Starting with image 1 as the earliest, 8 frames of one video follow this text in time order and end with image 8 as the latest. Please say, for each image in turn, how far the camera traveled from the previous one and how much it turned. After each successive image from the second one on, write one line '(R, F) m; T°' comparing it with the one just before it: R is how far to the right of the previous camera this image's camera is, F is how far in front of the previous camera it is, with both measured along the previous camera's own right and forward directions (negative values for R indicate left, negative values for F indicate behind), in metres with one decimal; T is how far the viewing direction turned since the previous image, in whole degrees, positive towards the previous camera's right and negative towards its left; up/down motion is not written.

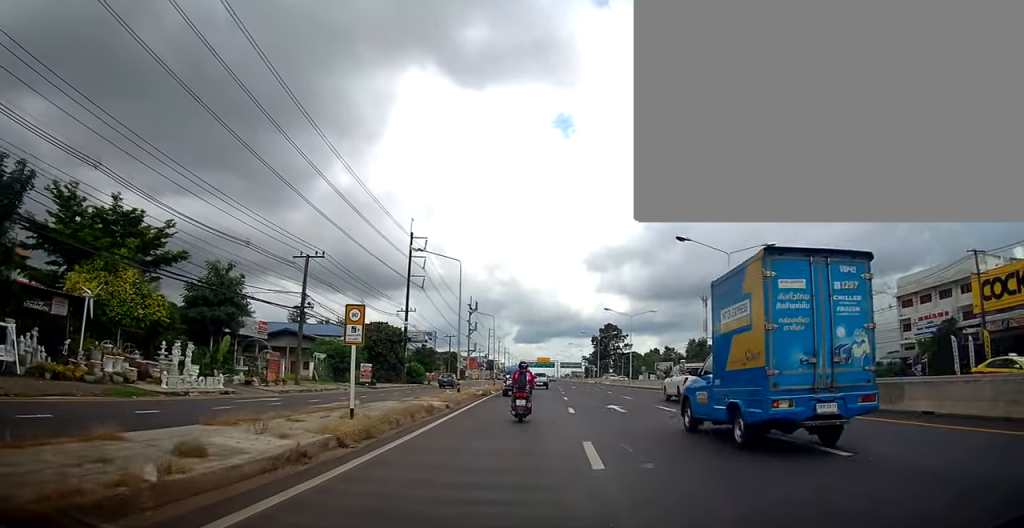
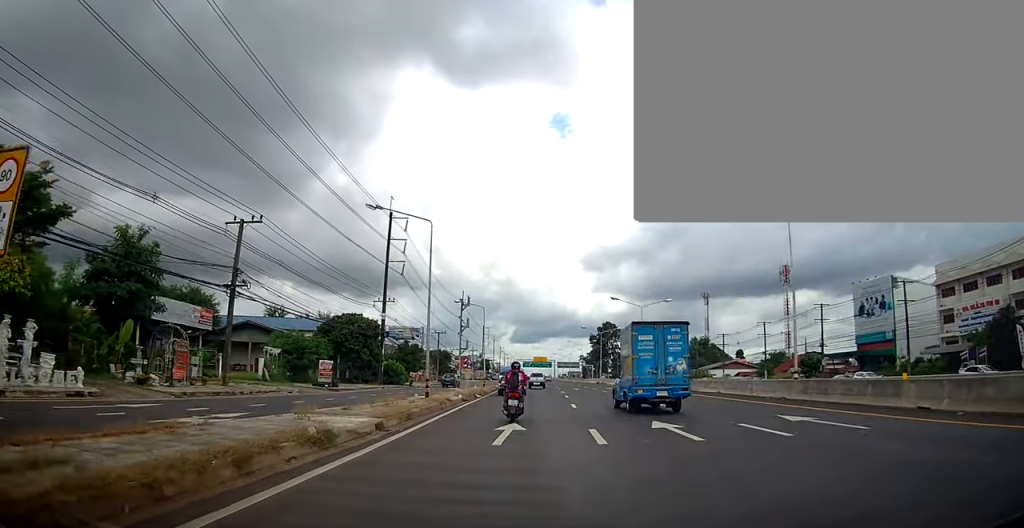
(-0.5, +9.8) m; 0°
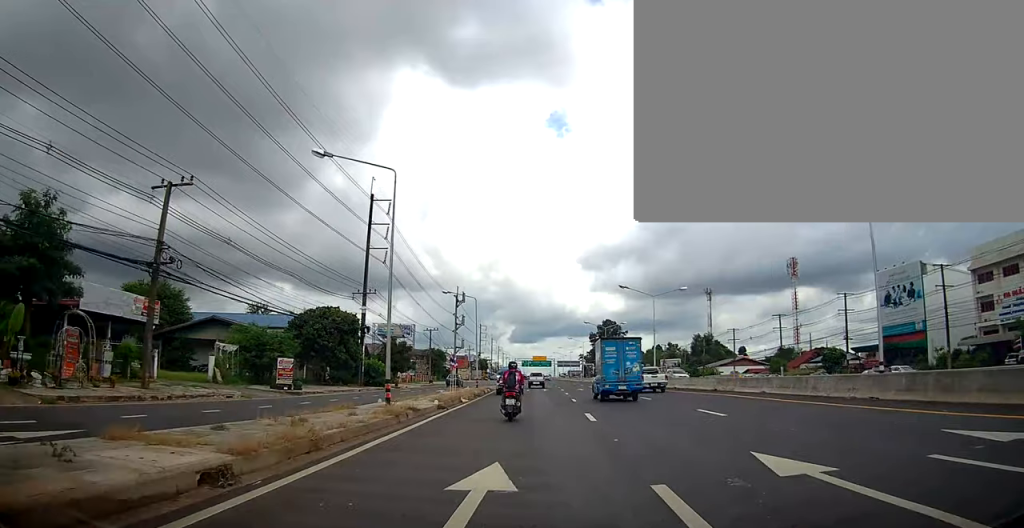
(+0.2, +7.5) m; 0°
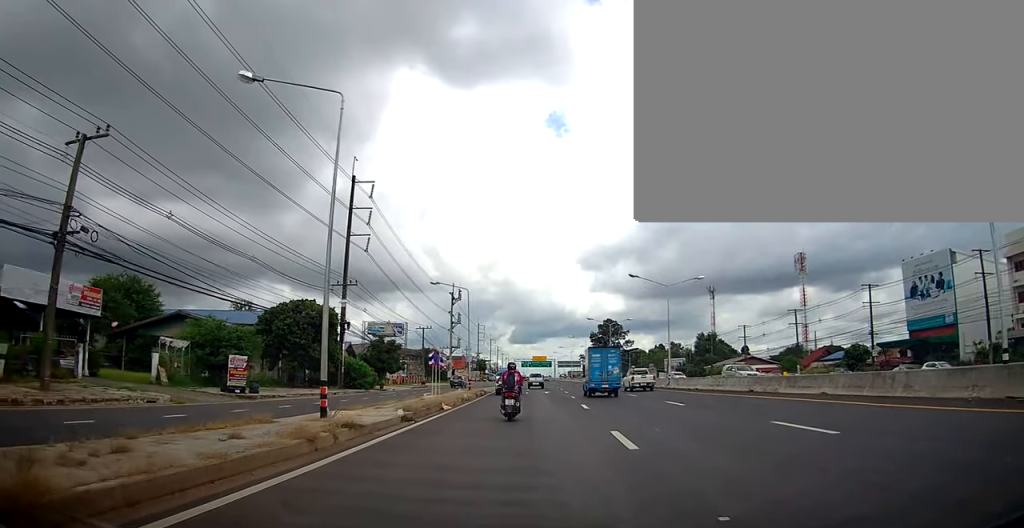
(+0.4, +6.3) m; 0°
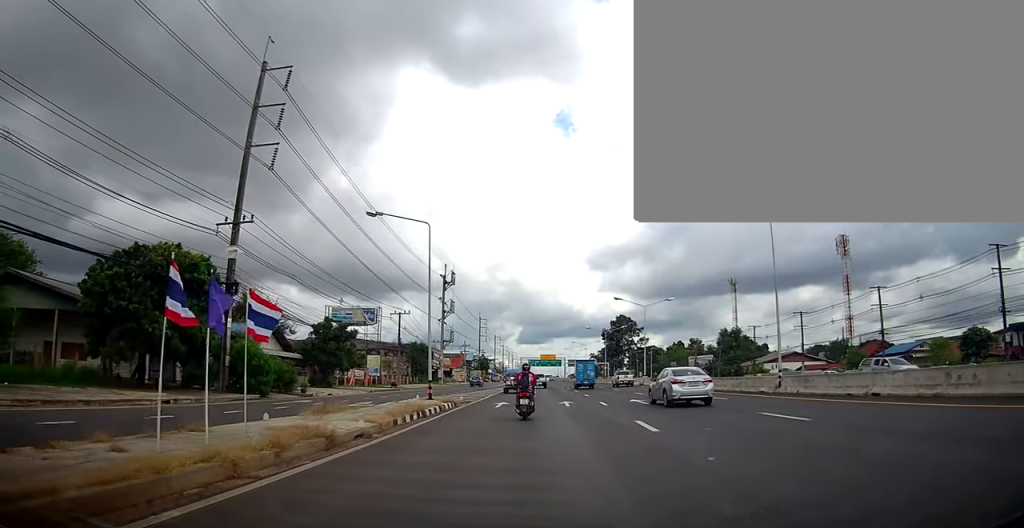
(-1.2, +20.9) m; -3°
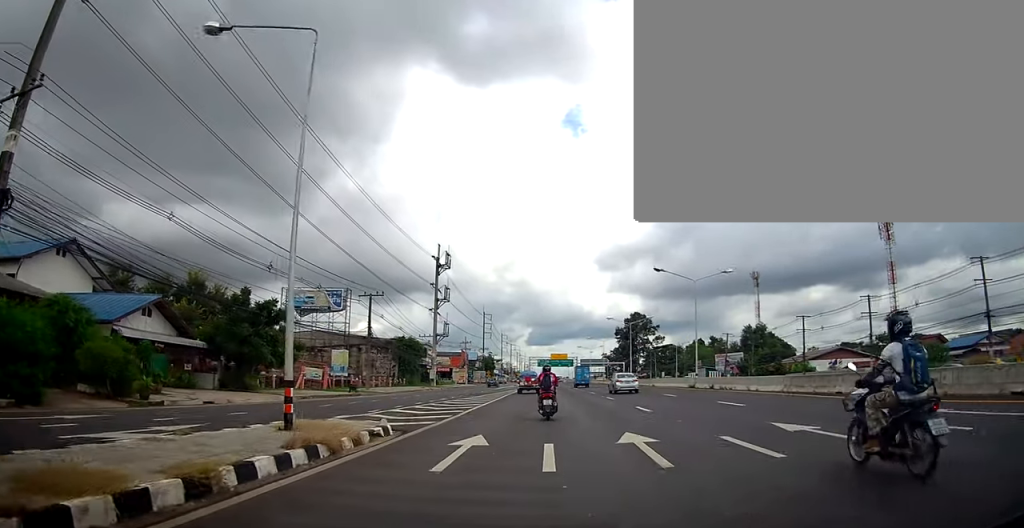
(+0.3, +16.3) m; +3°
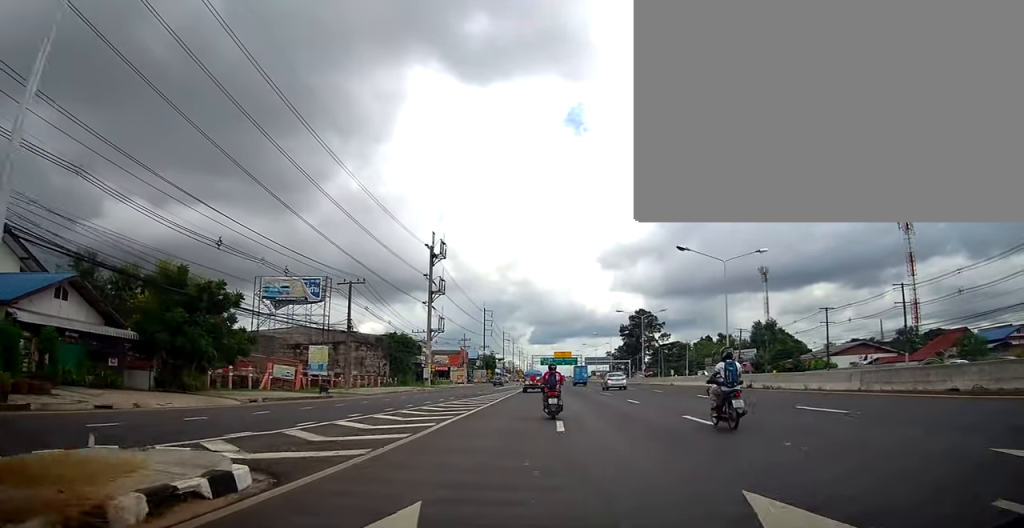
(+0.4, +6.7) m; 0°
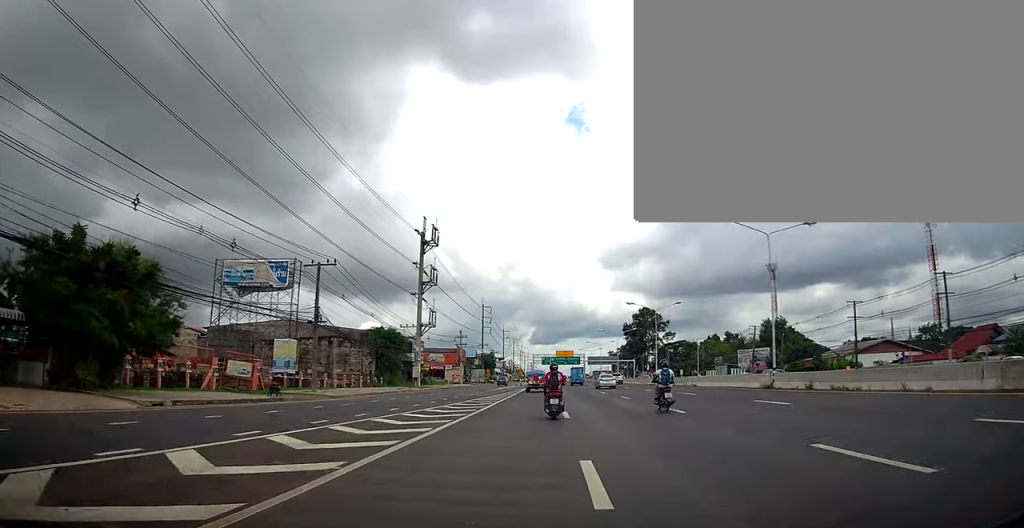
(-0.1, +7.3) m; -2°
